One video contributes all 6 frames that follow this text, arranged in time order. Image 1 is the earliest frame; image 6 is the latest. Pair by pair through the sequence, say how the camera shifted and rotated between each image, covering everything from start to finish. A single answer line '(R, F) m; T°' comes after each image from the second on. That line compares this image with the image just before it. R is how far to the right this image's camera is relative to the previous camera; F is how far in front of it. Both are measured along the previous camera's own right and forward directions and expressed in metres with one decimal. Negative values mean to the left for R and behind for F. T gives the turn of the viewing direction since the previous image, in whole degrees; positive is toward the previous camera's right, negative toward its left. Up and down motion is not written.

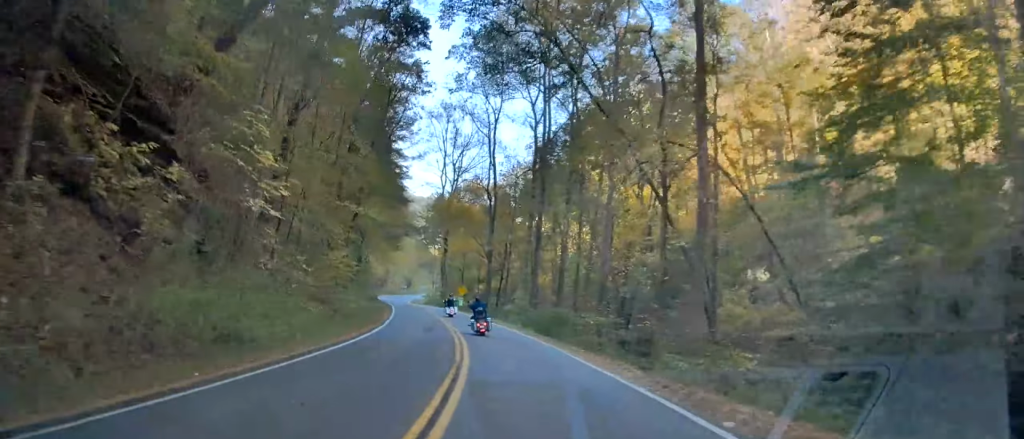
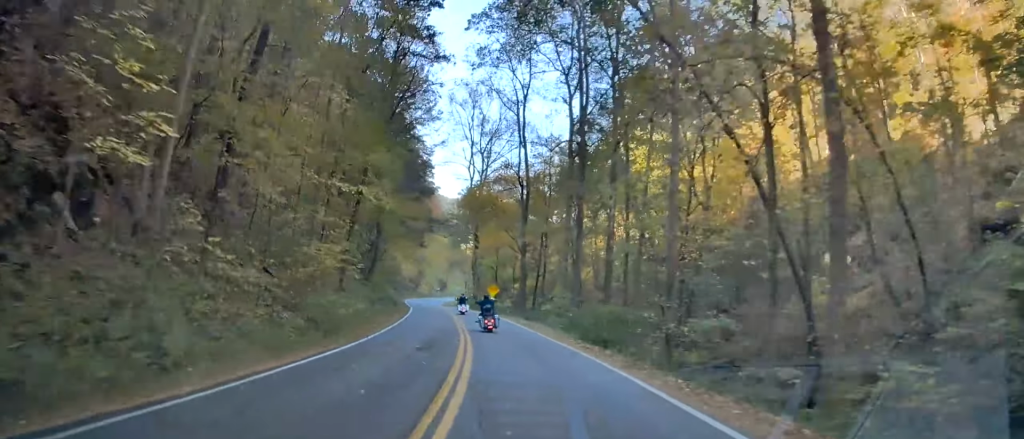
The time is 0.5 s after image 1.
(-0.6, +9.2) m; -3°
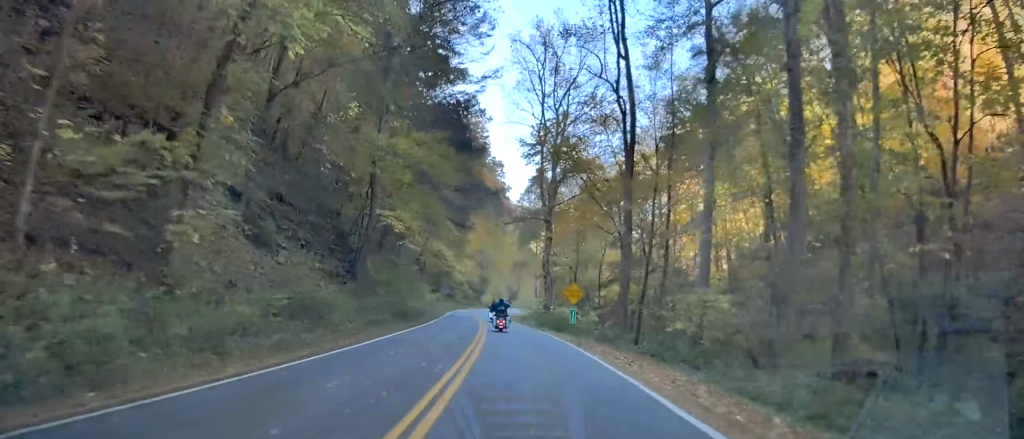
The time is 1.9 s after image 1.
(-1.8, +28.0) m; -7°
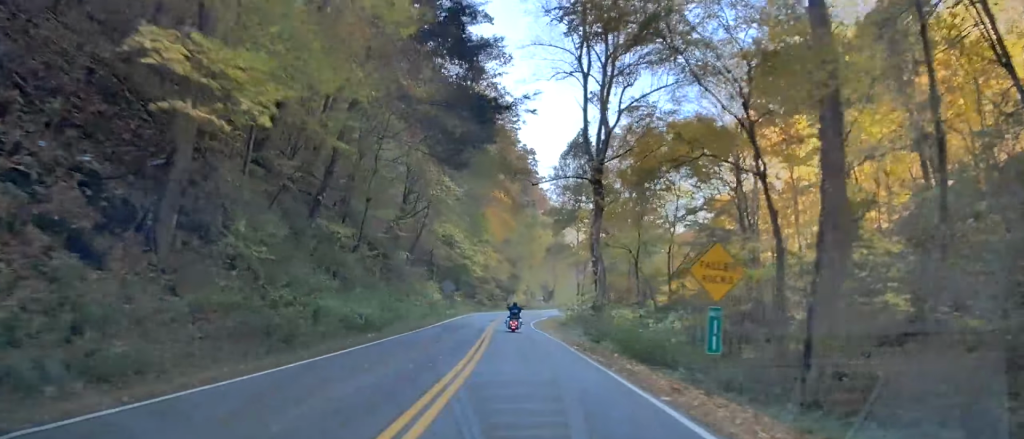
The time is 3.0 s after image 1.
(-1.1, +23.4) m; -5°
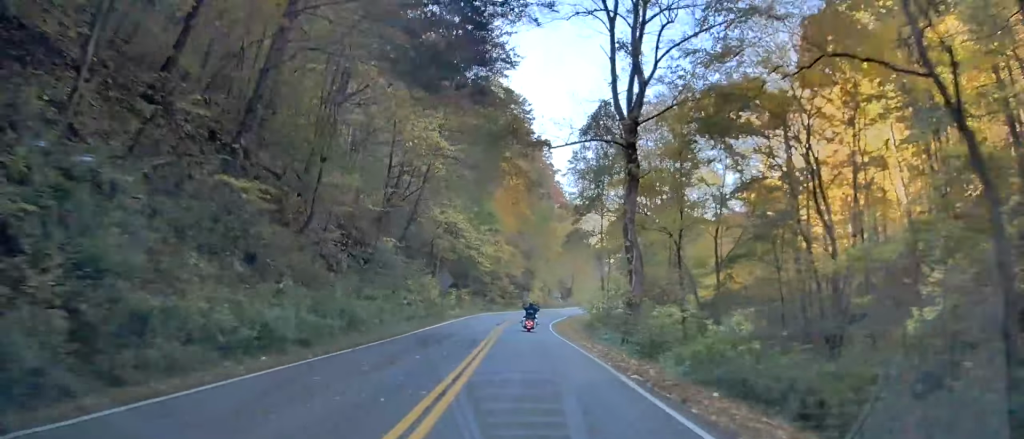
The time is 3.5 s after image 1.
(-0.3, +10.6) m; -1°
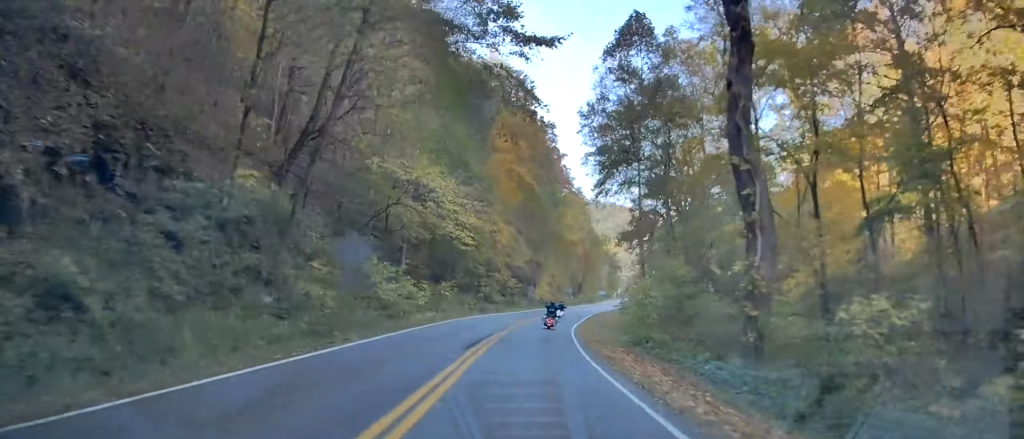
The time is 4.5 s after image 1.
(-0.3, +21.6) m; 0°
